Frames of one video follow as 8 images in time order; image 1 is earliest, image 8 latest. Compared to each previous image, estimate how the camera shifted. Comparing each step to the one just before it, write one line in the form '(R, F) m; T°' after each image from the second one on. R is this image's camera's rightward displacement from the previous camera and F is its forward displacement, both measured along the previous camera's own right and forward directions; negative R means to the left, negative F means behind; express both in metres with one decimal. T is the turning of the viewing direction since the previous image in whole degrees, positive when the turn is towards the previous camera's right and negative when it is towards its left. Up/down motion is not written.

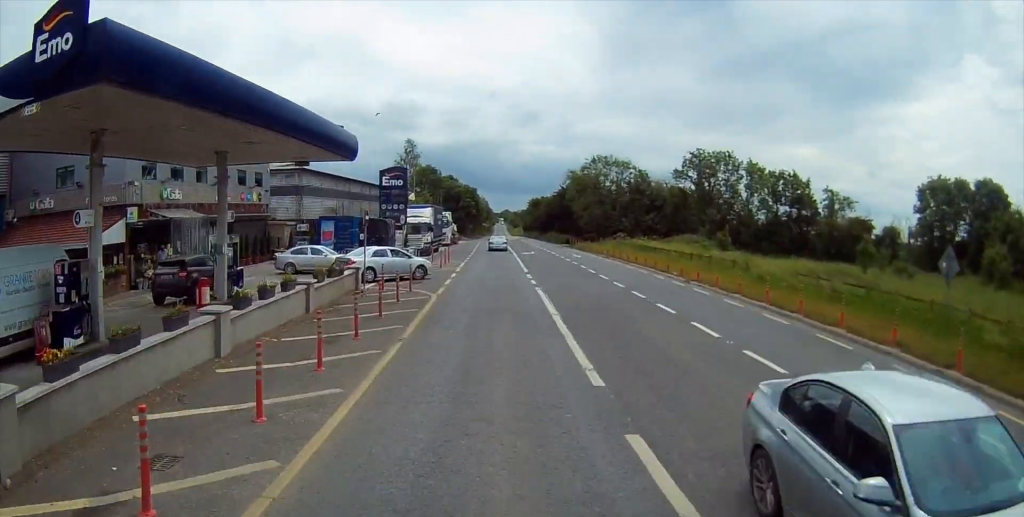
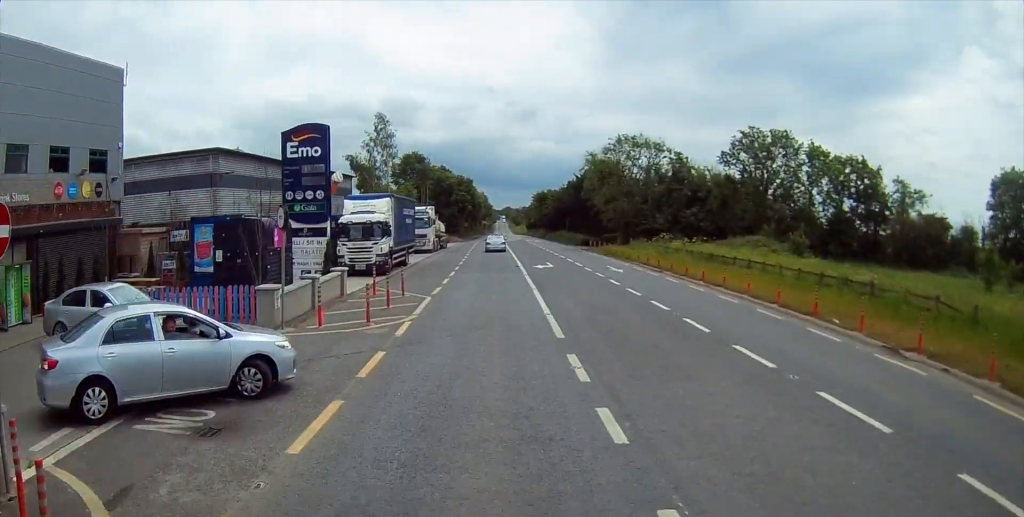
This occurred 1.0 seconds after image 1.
(0.0, +19.6) m; +1°
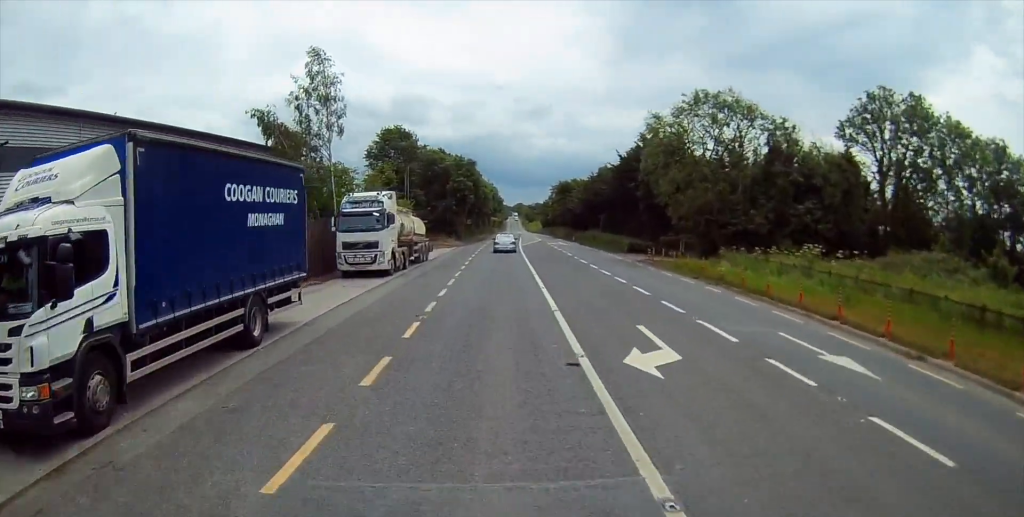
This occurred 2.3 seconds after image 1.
(+0.3, +25.3) m; 0°
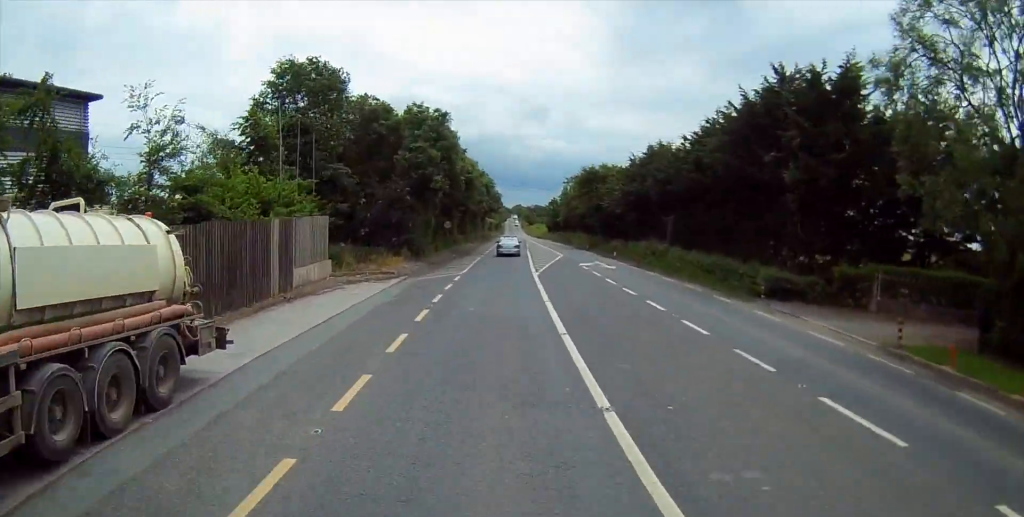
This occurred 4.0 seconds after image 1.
(-0.4, +33.1) m; -1°
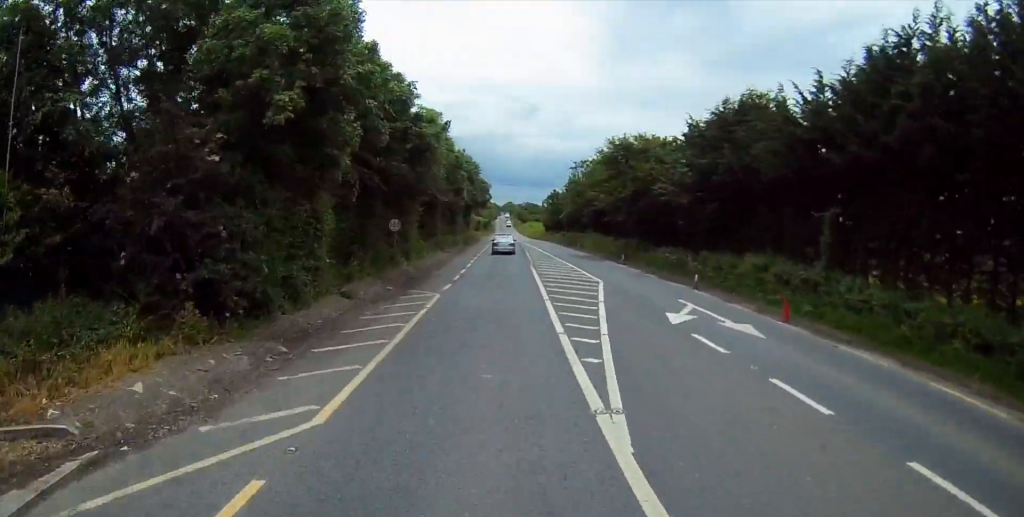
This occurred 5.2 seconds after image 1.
(-0.3, +24.1) m; 0°
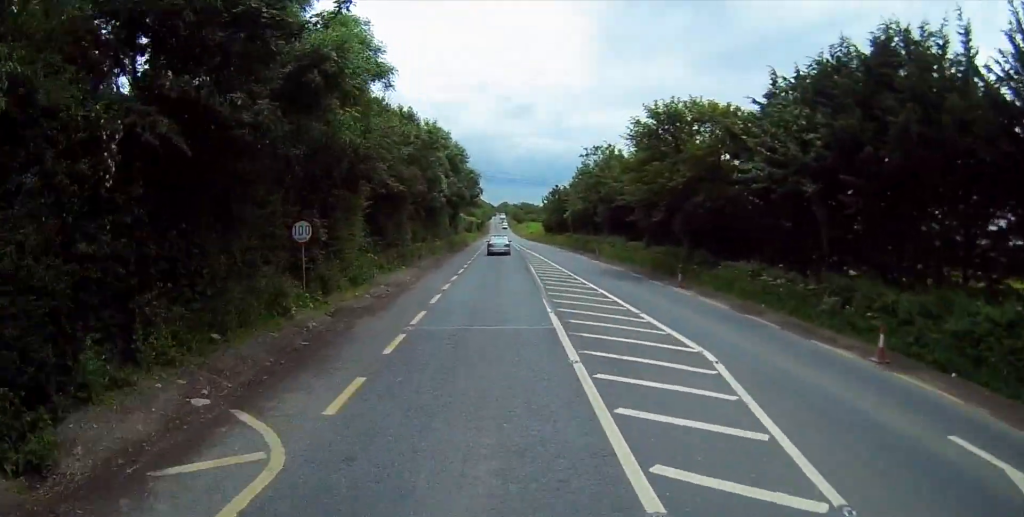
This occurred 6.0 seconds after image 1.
(+0.1, +15.2) m; +1°
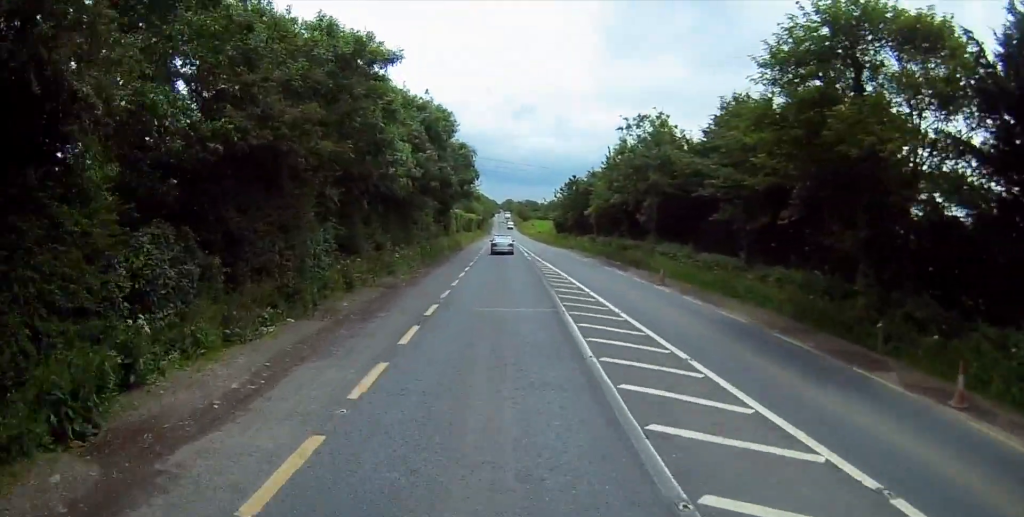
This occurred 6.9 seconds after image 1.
(+0.2, +18.8) m; +1°
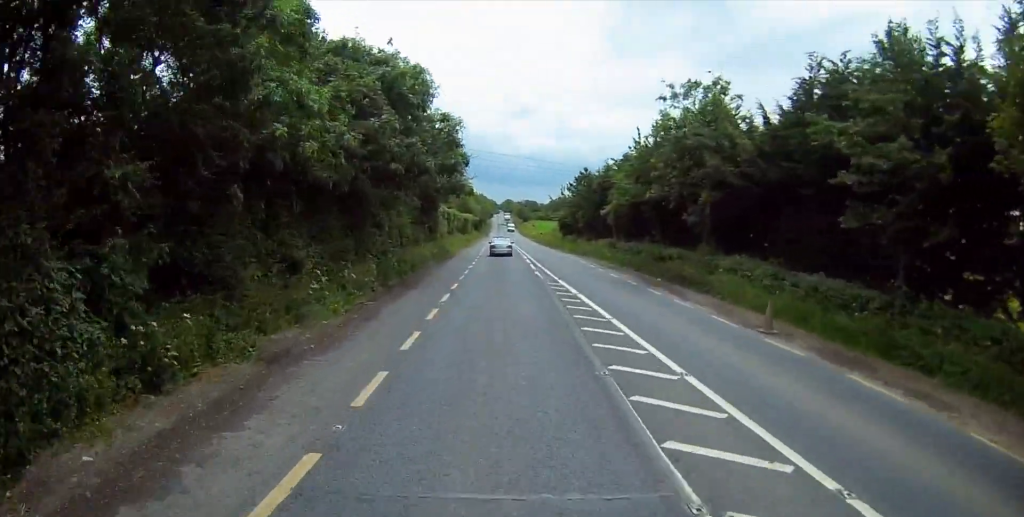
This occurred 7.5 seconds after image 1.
(+0.1, +12.2) m; 0°
